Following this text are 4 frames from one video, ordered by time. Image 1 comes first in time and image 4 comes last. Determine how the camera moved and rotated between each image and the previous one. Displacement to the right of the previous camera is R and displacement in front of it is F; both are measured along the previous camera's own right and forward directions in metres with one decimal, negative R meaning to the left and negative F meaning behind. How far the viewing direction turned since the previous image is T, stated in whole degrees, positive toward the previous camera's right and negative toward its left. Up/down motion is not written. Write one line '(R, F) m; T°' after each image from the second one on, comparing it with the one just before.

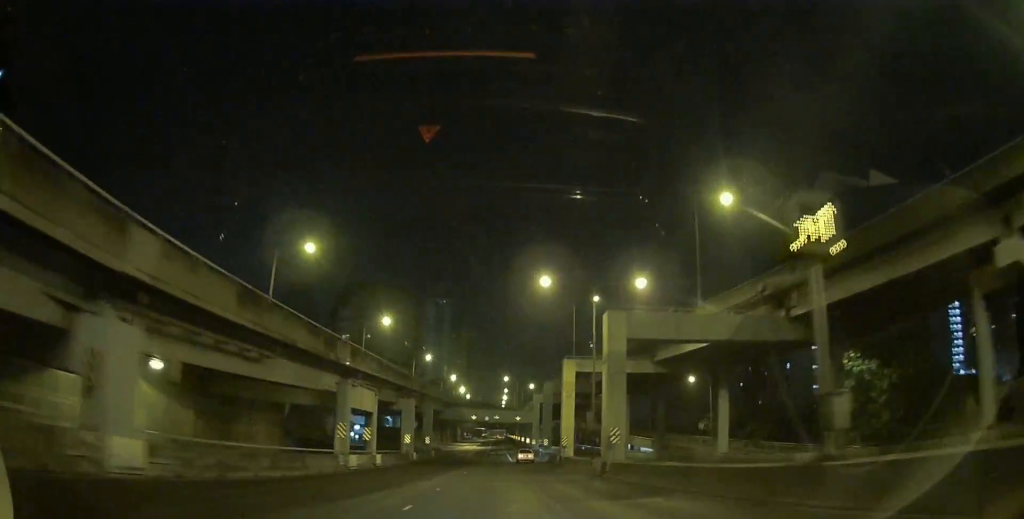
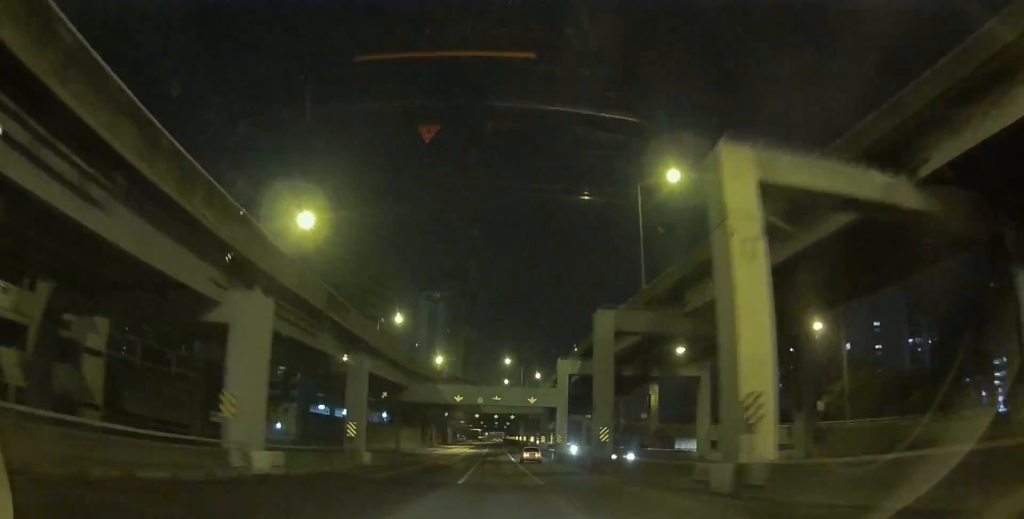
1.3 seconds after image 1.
(0.0, +36.3) m; 0°
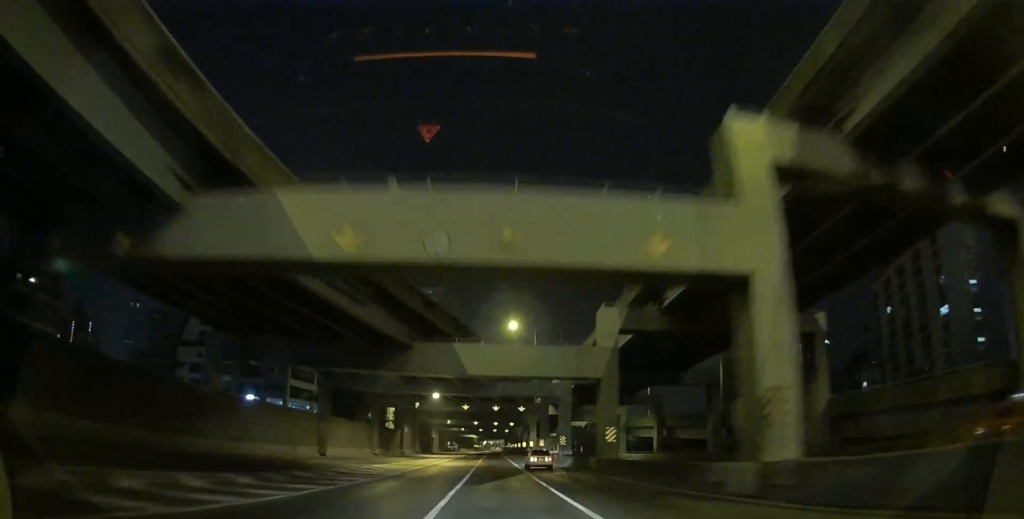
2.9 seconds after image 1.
(0.0, +43.0) m; 0°
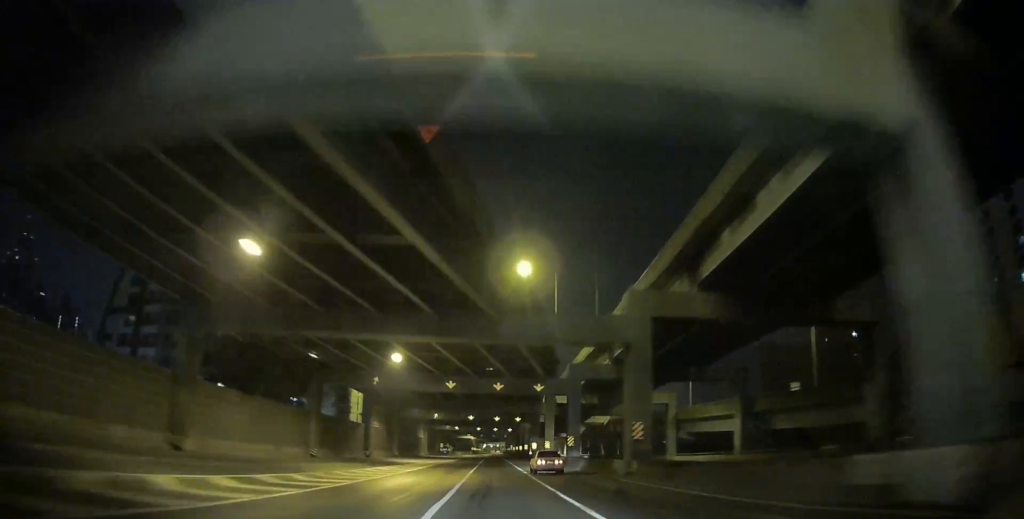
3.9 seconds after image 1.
(+0.1, +26.6) m; 0°
